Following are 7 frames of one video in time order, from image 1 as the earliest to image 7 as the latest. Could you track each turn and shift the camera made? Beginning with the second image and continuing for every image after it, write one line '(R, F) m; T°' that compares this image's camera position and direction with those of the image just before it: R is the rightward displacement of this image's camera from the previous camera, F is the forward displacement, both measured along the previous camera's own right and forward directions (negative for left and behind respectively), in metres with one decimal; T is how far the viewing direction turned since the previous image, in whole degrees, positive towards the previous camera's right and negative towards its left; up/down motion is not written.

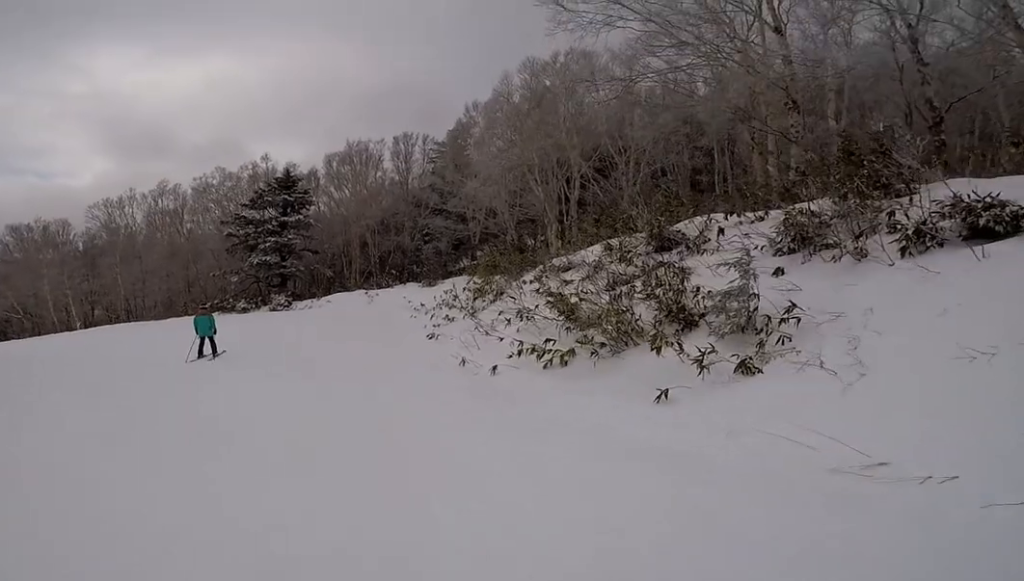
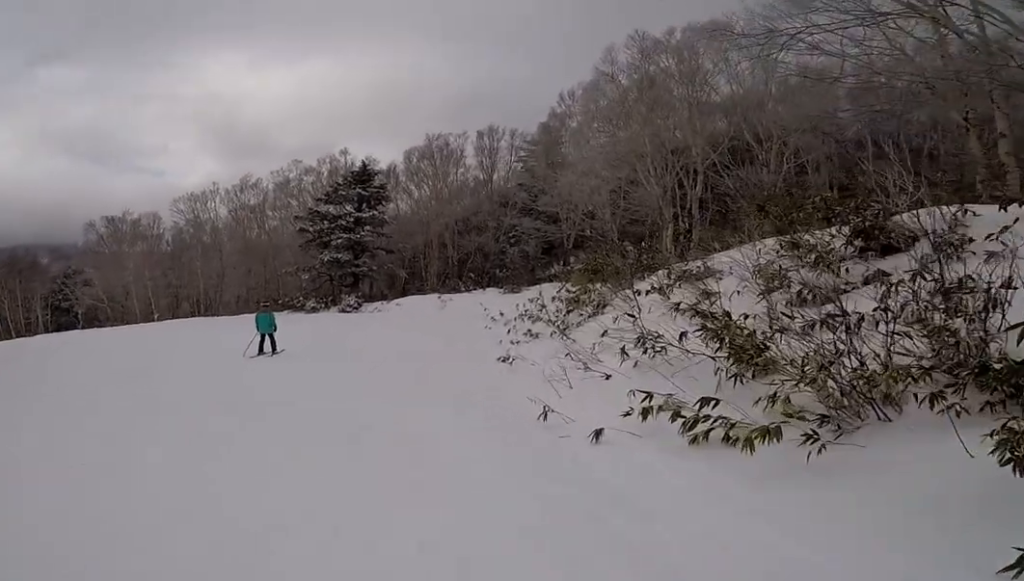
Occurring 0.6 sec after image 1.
(0.0, +3.8) m; 0°
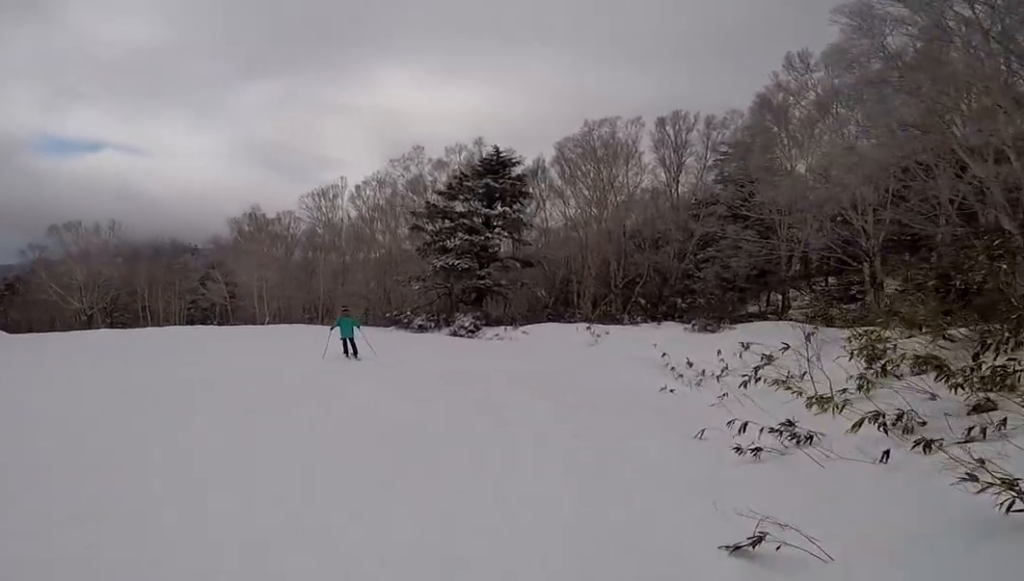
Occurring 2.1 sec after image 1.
(0.0, +8.9) m; -21°
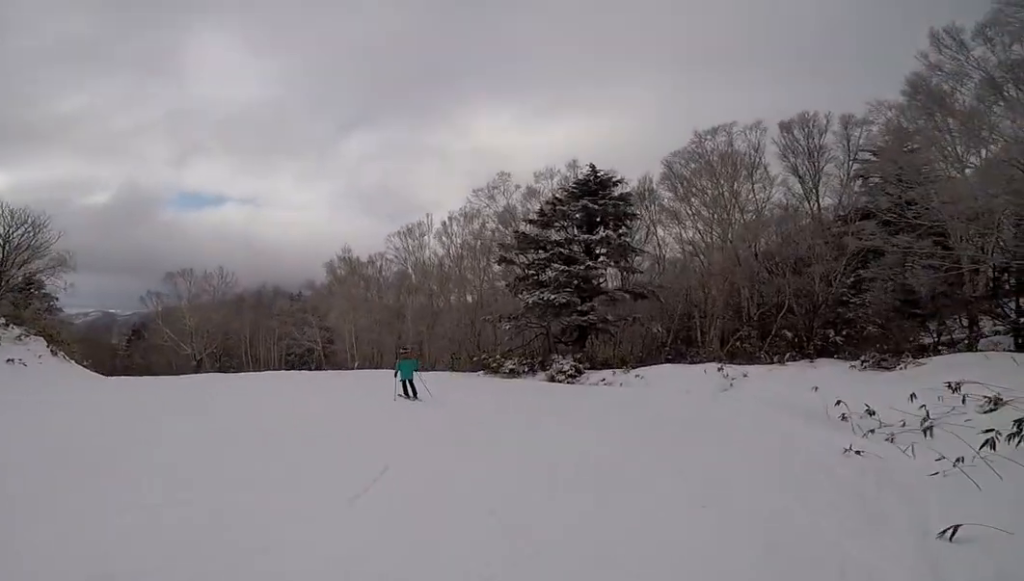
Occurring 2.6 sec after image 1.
(-0.3, +2.4) m; -12°
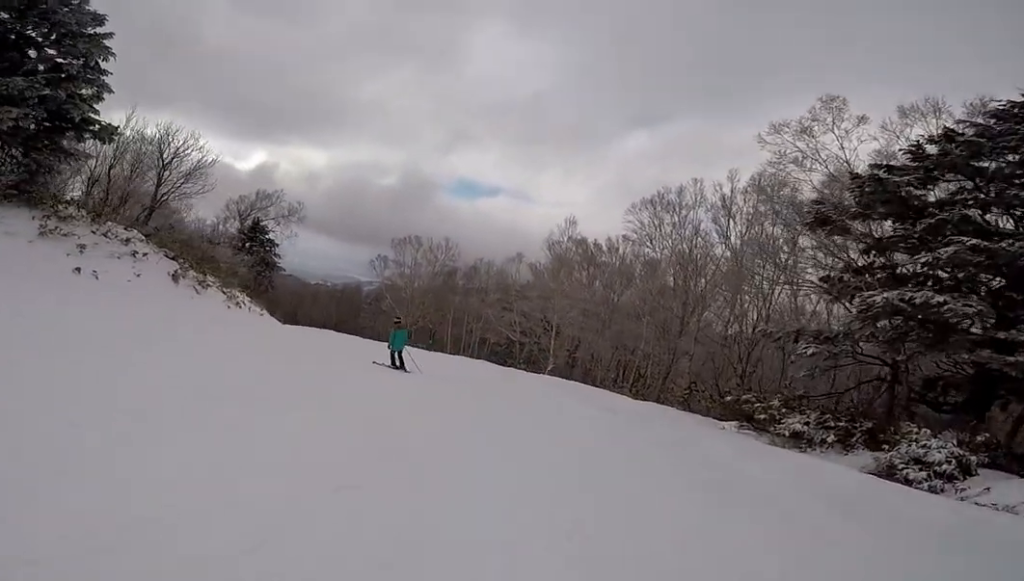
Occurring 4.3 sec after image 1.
(-2.9, +9.0) m; -24°
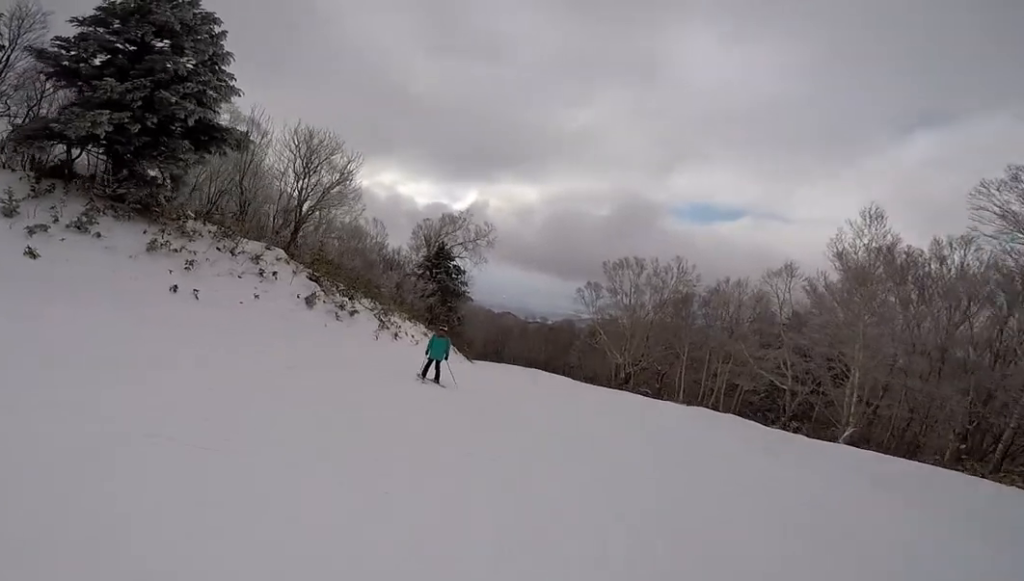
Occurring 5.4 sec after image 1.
(-1.4, +6.5) m; -34°
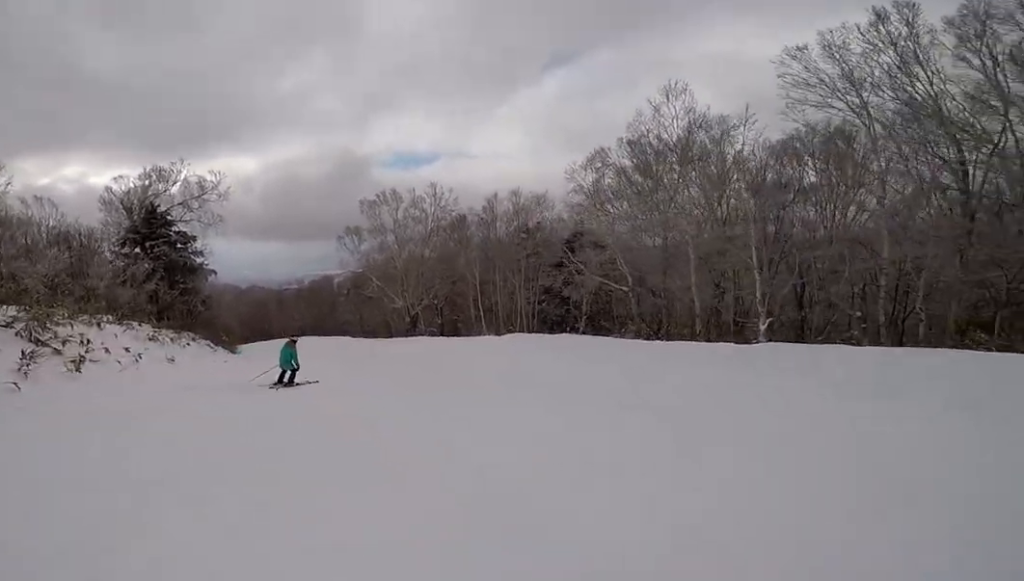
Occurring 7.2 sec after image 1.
(-0.4, +8.3) m; +20°
